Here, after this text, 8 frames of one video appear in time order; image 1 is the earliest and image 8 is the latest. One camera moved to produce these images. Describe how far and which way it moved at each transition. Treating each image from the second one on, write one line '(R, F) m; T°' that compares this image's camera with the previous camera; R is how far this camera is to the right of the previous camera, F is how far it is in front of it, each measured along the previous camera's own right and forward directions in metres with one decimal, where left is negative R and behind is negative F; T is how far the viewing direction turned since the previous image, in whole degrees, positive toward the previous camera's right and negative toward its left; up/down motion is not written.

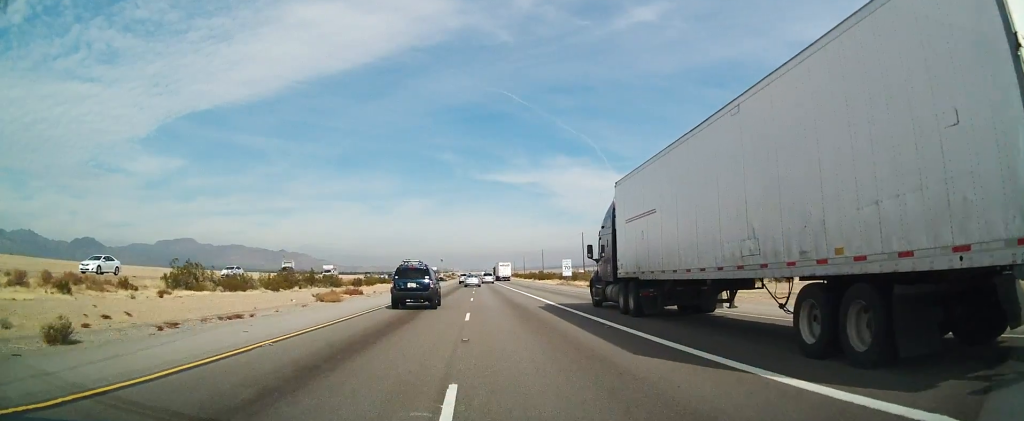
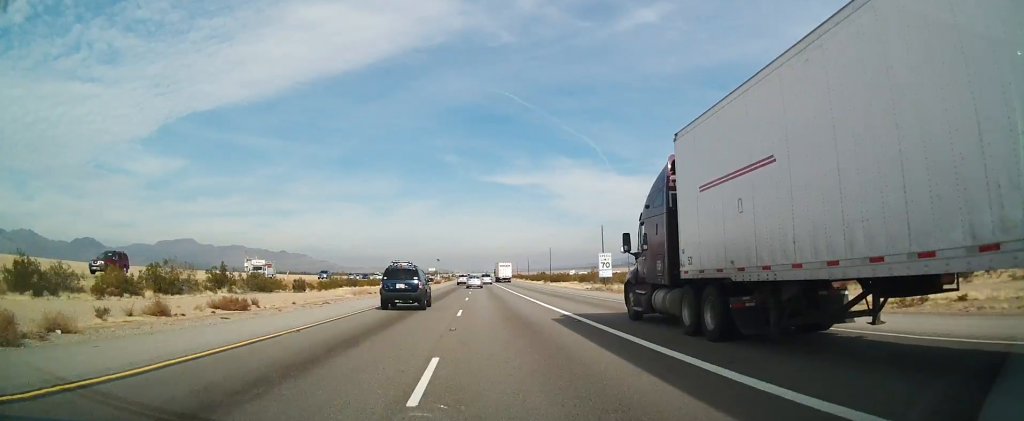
(+0.2, +27.0) m; 0°
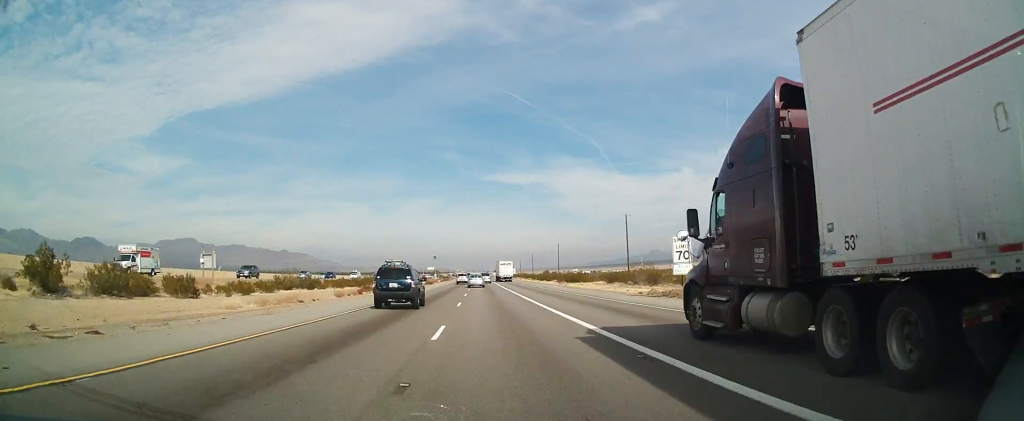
(-0.2, +23.5) m; -1°
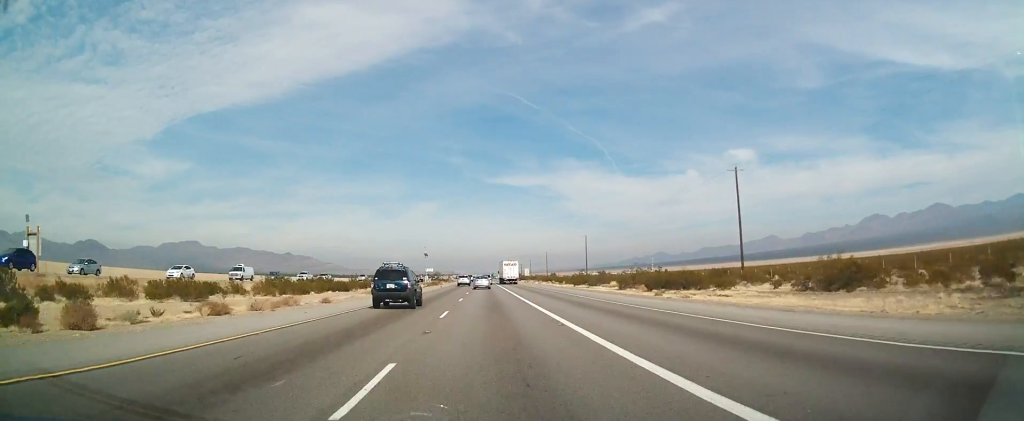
(-0.2, +53.3) m; 0°
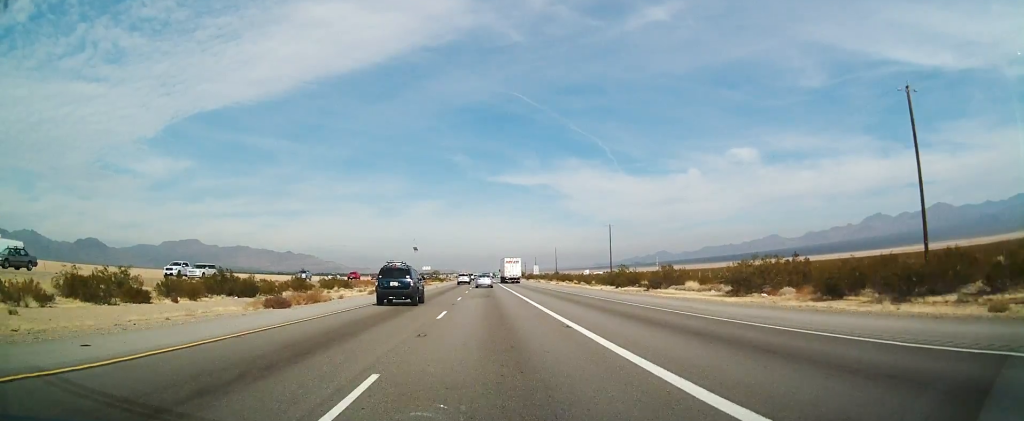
(+0.1, +32.6) m; 0°
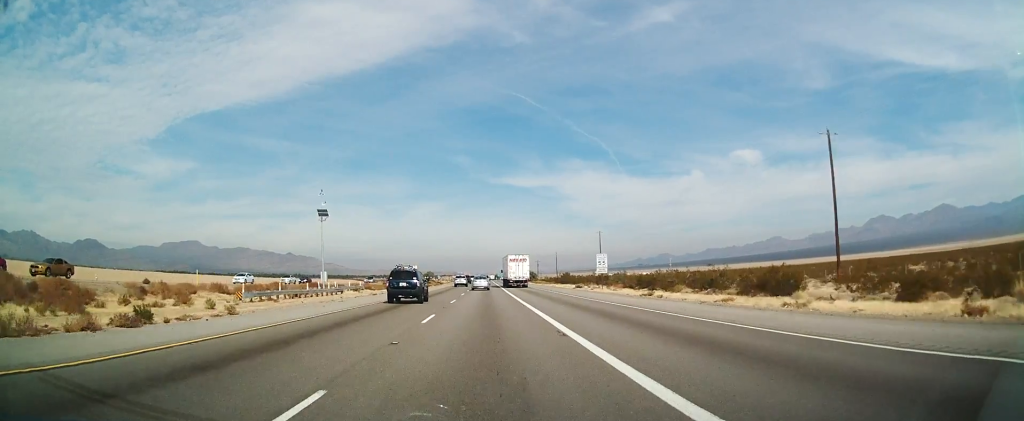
(-0.7, +94.3) m; 0°
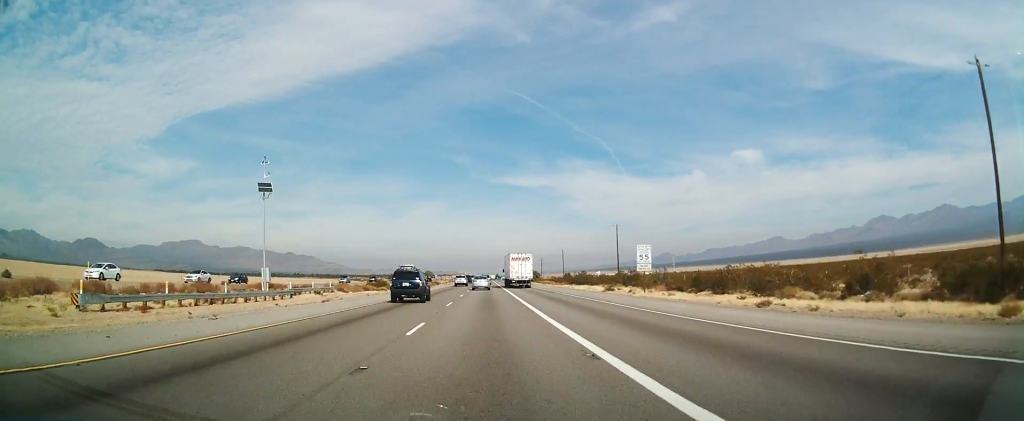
(0.0, +17.3) m; 0°
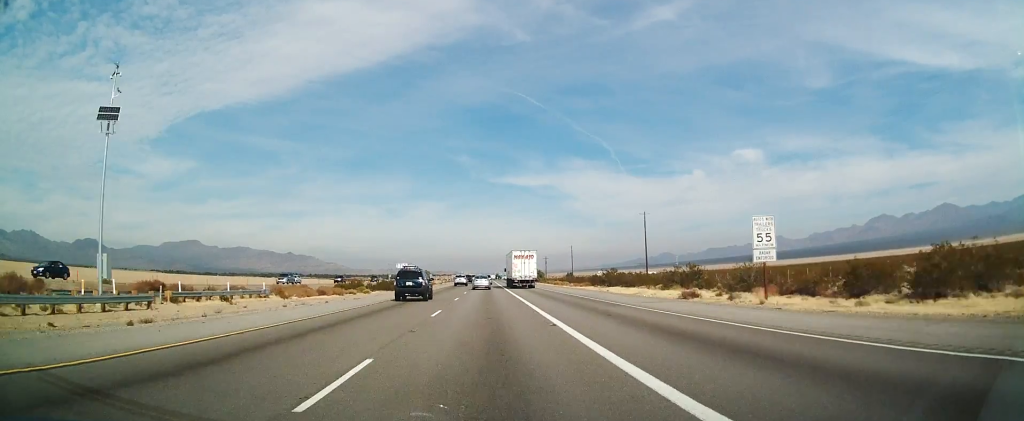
(+0.1, +21.5) m; 0°
